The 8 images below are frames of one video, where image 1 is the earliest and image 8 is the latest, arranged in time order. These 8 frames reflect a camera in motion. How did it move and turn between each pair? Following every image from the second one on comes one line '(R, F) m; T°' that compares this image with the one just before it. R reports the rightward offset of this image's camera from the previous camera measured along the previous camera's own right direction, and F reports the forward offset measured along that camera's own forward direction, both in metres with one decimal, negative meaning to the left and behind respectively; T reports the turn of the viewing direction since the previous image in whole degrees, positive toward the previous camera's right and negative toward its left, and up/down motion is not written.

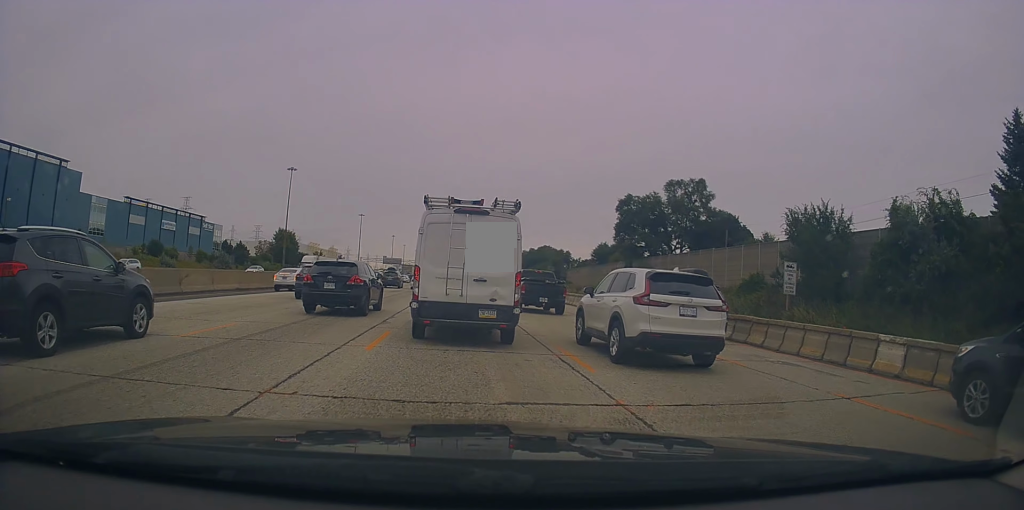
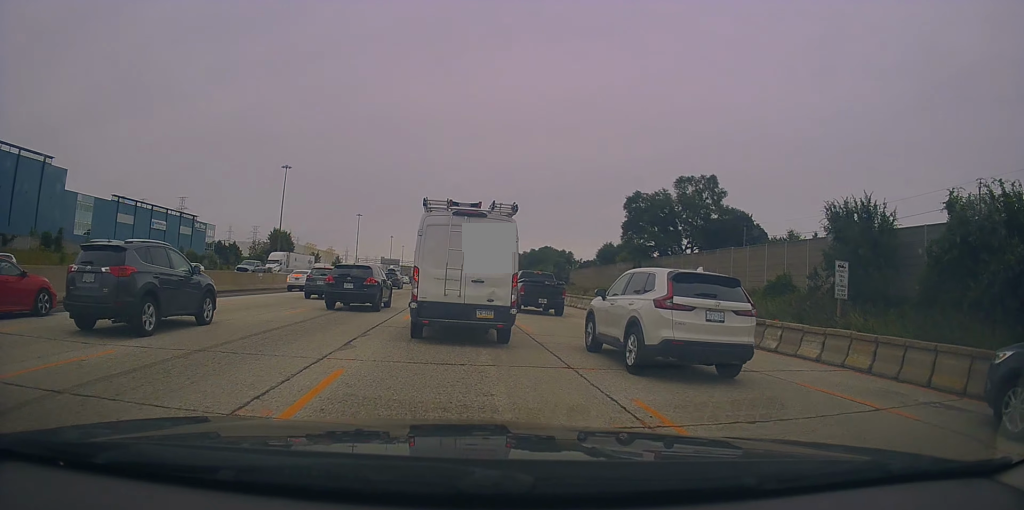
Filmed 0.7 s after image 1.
(-0.1, +5.2) m; +2°
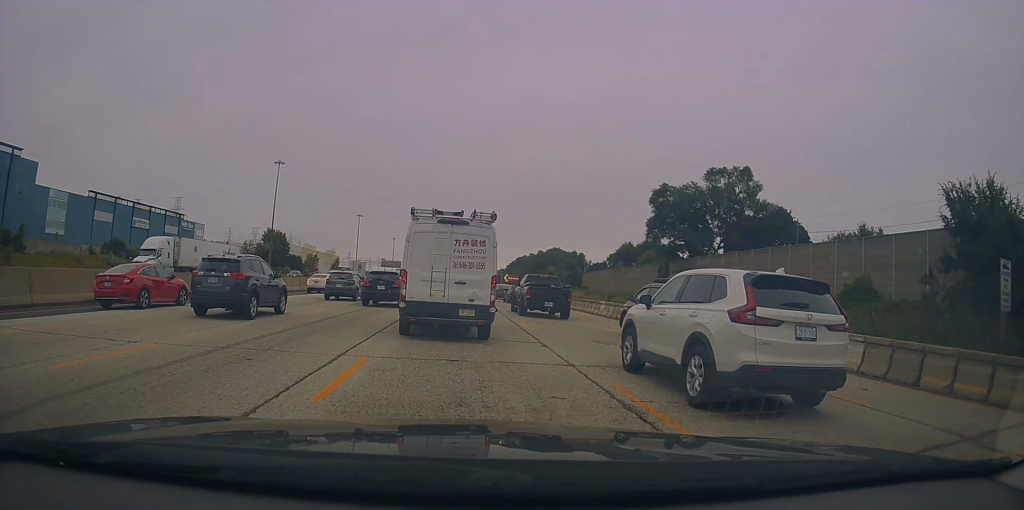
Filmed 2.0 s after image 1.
(+0.4, +11.0) m; 0°
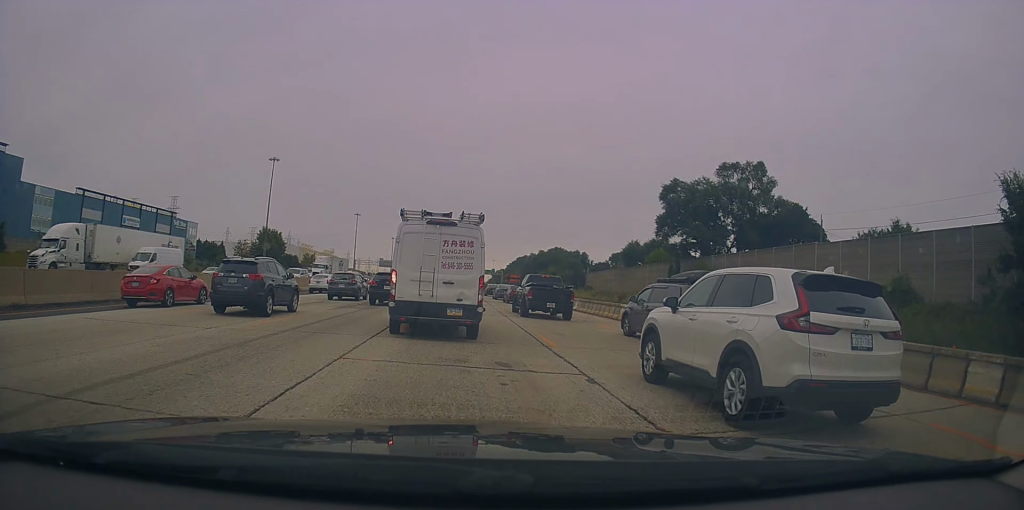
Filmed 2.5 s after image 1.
(-0.2, +4.3) m; -1°
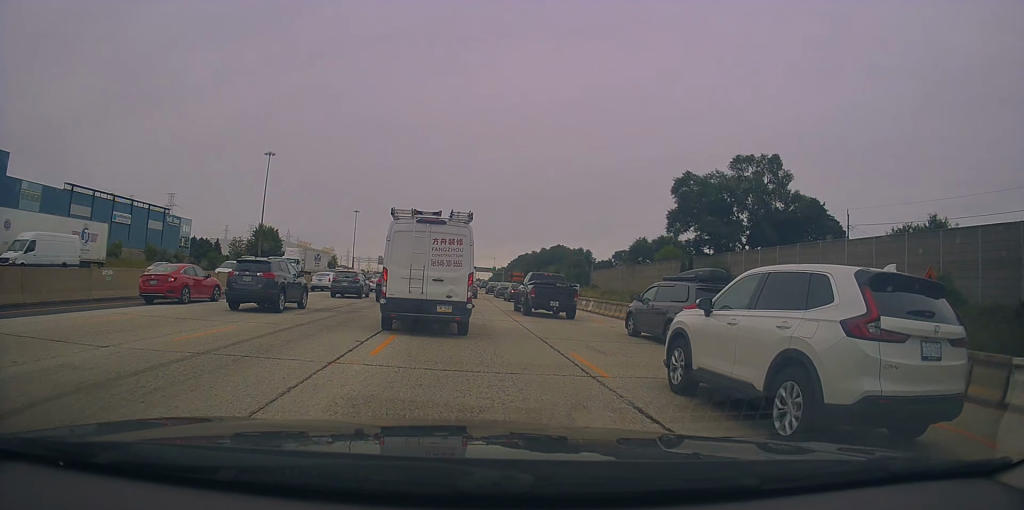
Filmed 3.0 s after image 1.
(+0.1, +4.2) m; +1°
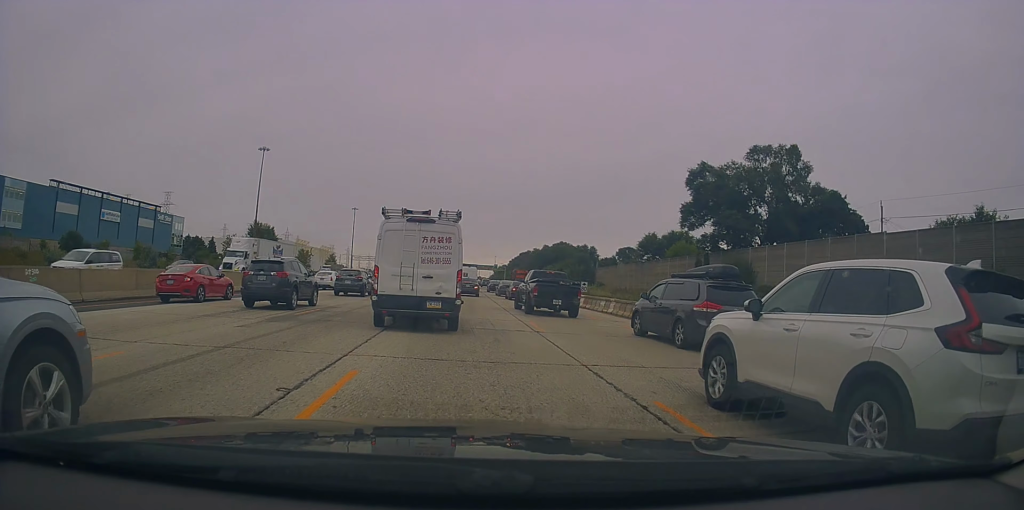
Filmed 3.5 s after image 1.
(0.0, +4.8) m; +1°
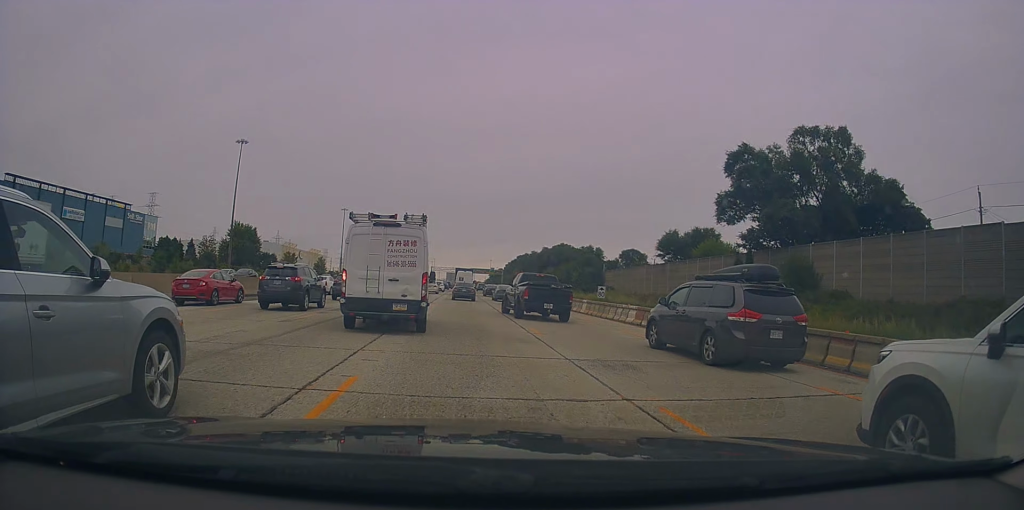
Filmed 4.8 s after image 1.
(0.0, +12.2) m; -1°
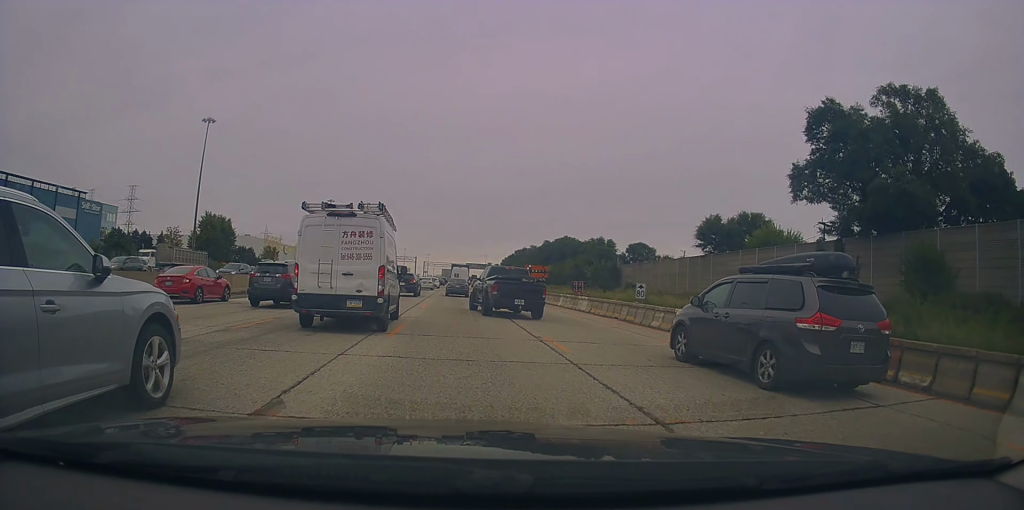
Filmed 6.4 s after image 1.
(-0.2, +16.2) m; +3°
